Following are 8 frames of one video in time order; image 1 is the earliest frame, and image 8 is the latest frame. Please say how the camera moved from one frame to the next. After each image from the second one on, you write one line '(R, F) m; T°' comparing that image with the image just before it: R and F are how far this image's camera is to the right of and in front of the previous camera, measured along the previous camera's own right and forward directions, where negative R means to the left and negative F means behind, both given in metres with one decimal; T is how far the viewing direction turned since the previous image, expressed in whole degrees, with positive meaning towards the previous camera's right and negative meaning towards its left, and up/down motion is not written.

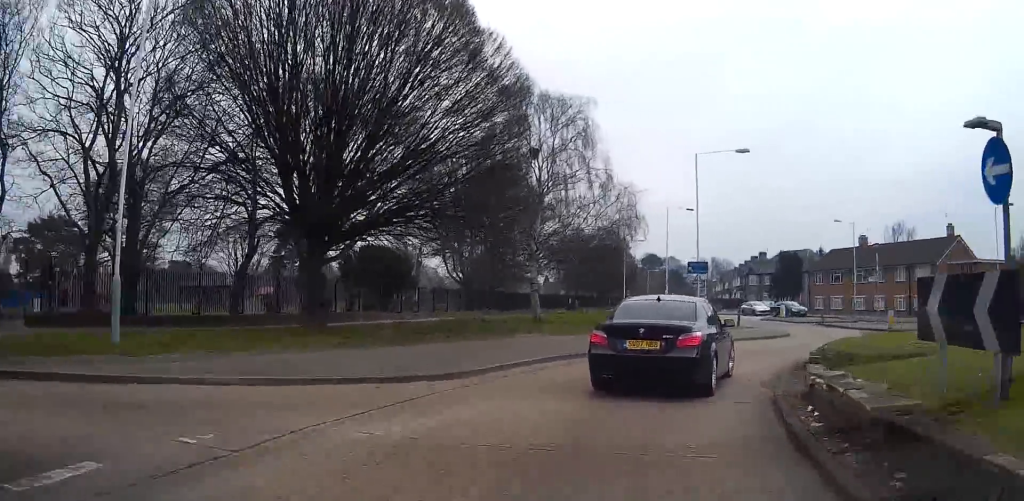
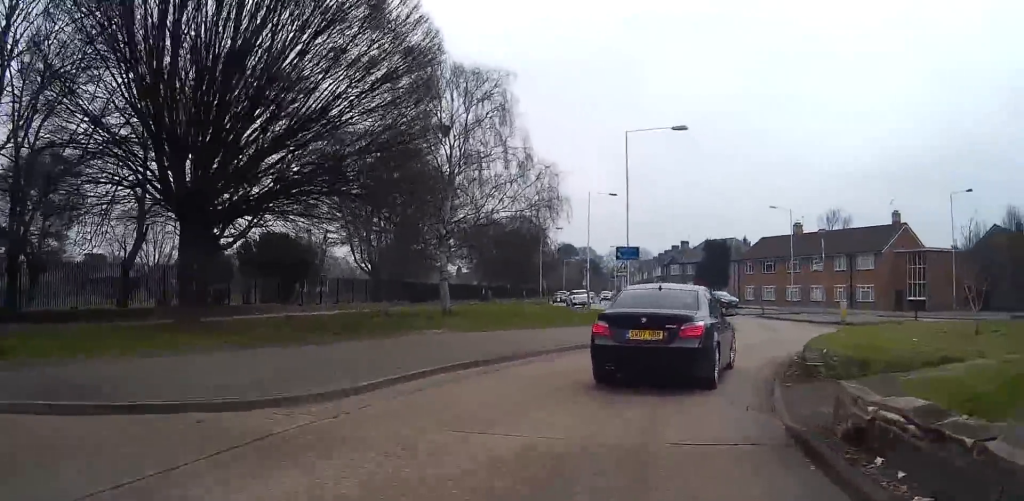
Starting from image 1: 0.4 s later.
(0.0, +3.5) m; 0°
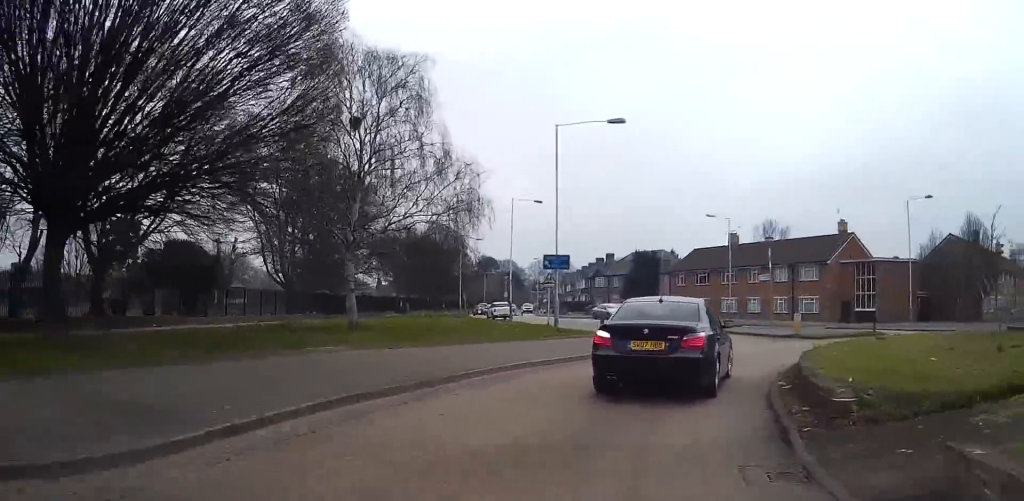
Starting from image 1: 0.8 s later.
(0.0, +3.2) m; +2°
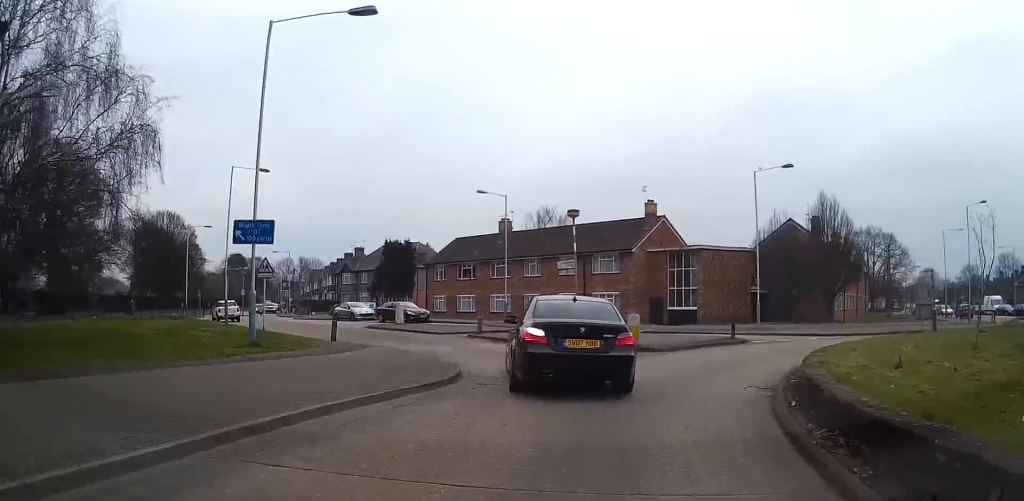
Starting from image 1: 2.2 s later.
(+1.4, +10.4) m; +17°
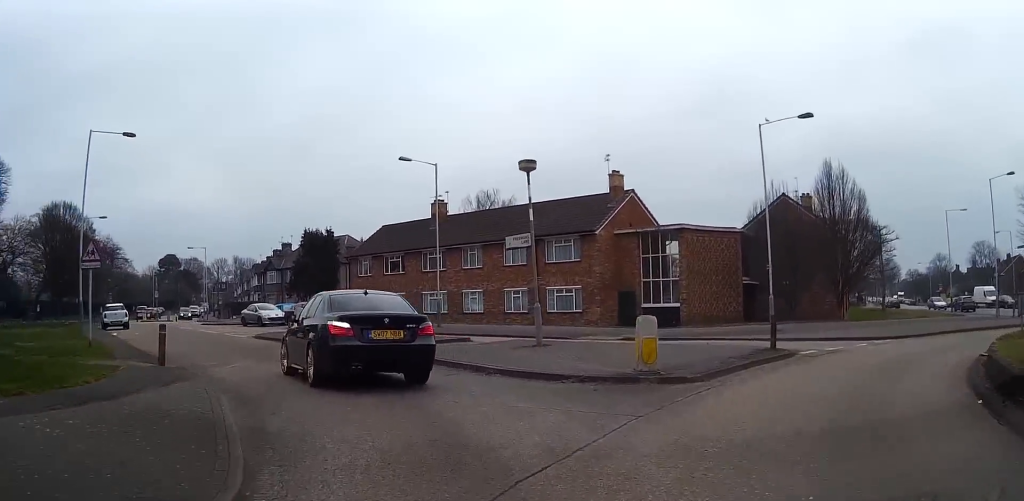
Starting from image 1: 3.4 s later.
(+1.0, +9.4) m; +5°
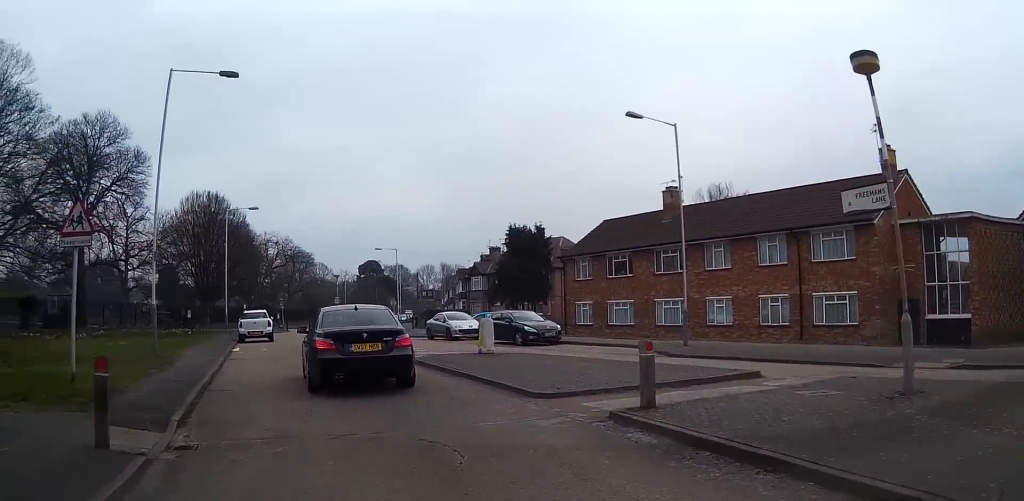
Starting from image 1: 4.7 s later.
(-0.1, +9.8) m; -1°
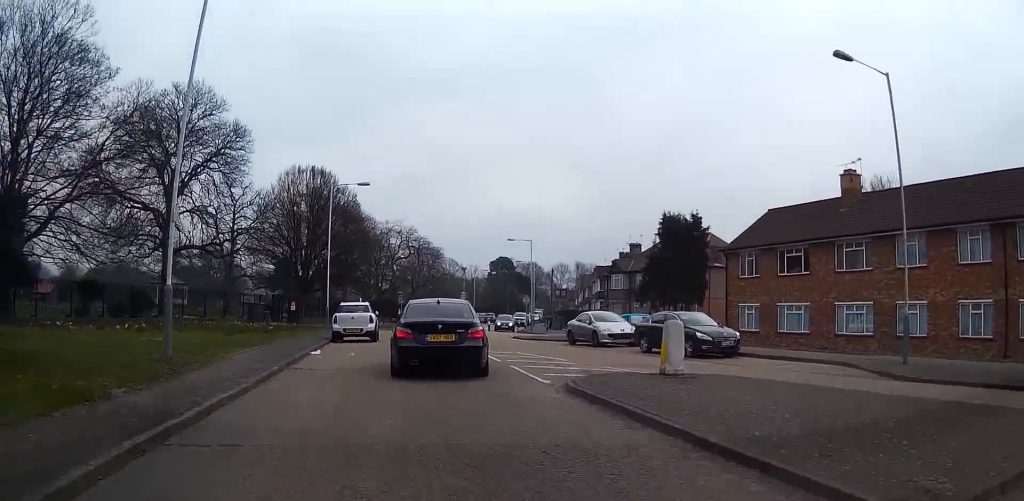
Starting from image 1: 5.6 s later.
(0.0, +7.0) m; -9°
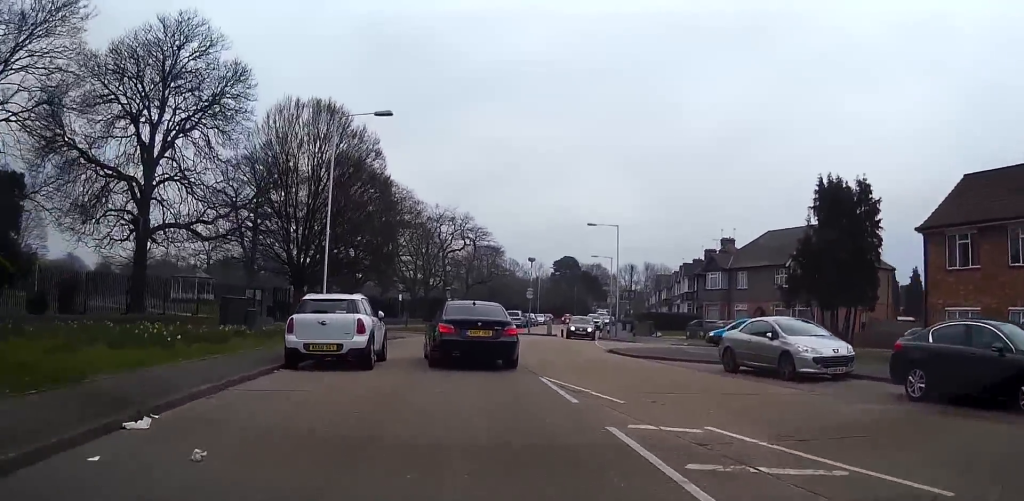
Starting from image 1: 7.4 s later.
(-2.3, +14.3) m; -12°
